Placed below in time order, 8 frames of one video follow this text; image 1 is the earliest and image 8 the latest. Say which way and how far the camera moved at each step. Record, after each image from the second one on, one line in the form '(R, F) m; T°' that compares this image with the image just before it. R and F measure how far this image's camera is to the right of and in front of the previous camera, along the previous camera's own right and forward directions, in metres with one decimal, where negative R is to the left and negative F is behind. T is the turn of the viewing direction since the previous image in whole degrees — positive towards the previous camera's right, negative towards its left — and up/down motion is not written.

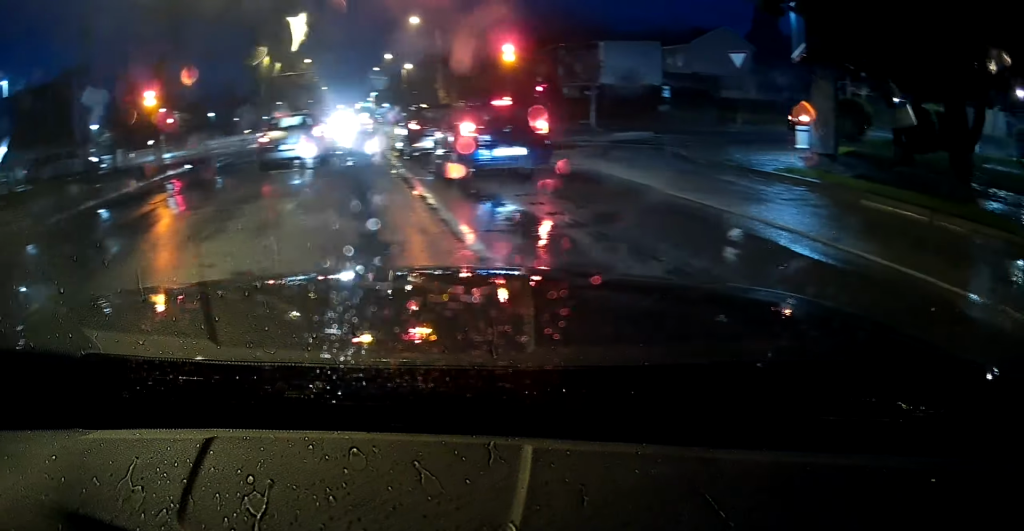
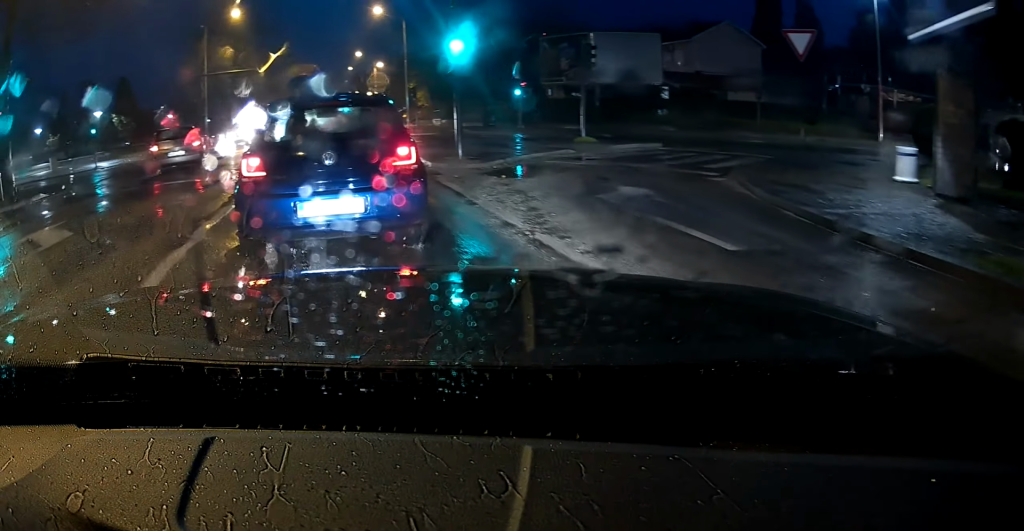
(-0.4, +7.7) m; -13°
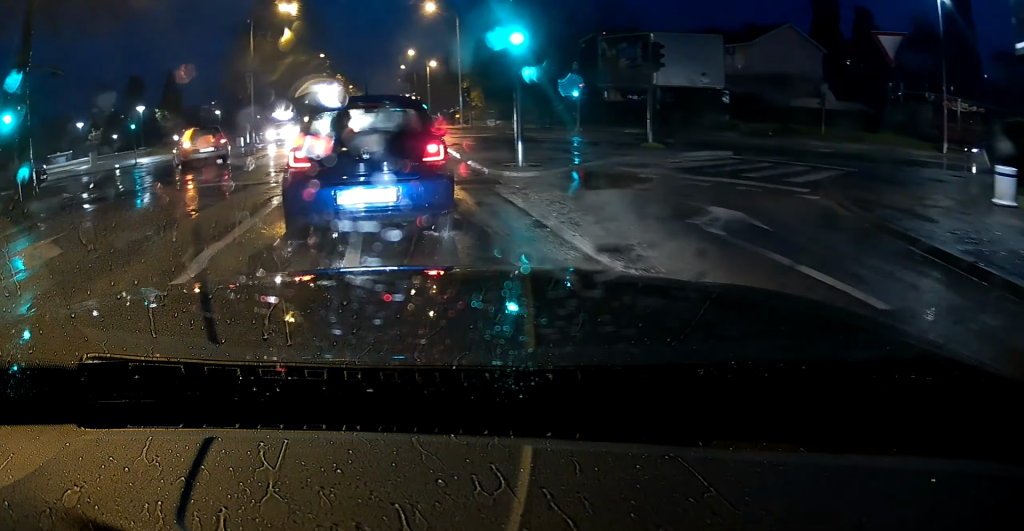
(-0.1, +2.2) m; -5°
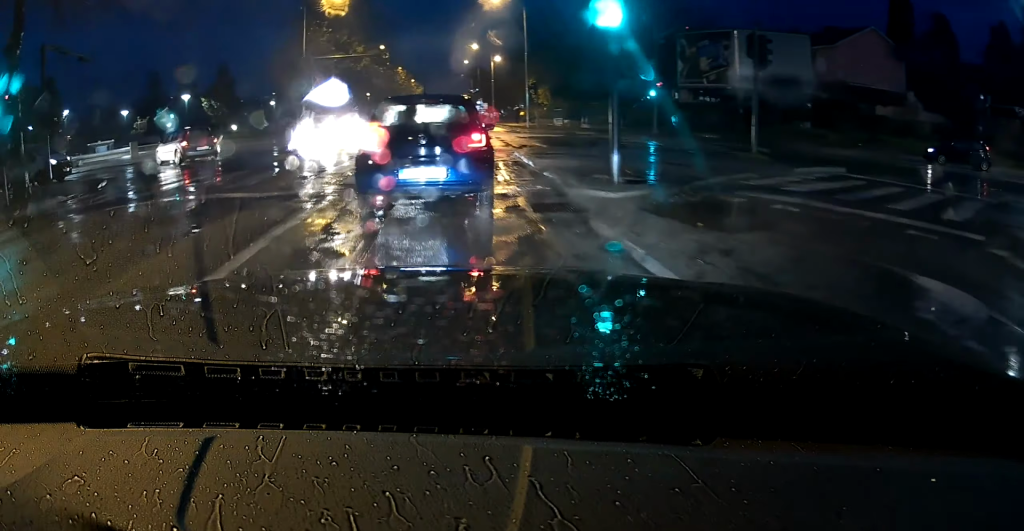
(-0.2, +4.5) m; -2°
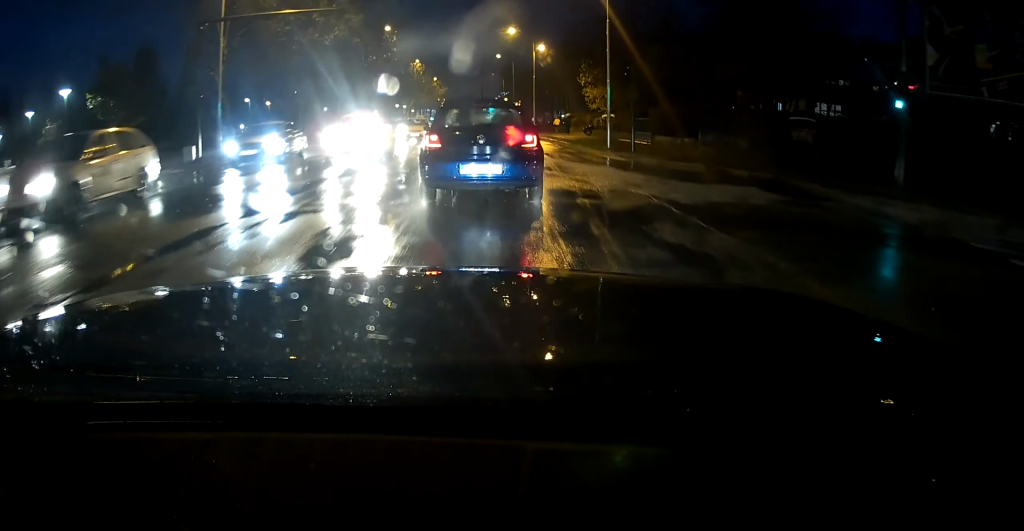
(-0.5, +20.5) m; -2°
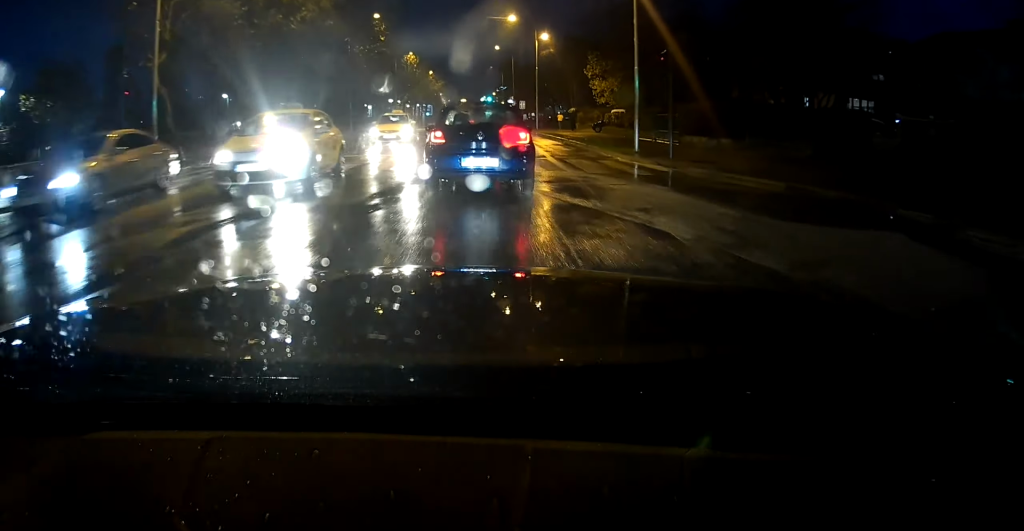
(-0.1, +6.2) m; 0°
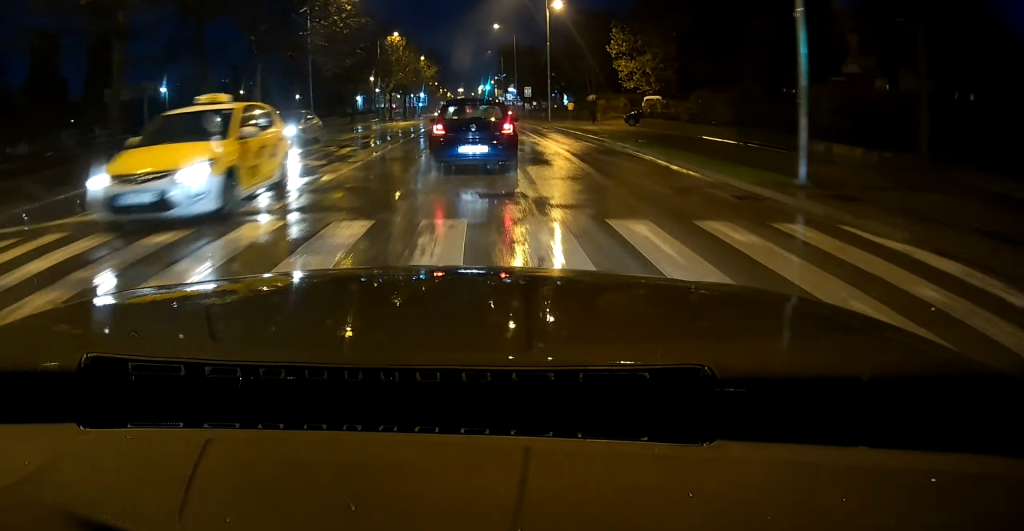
(+0.1, +14.7) m; 0°
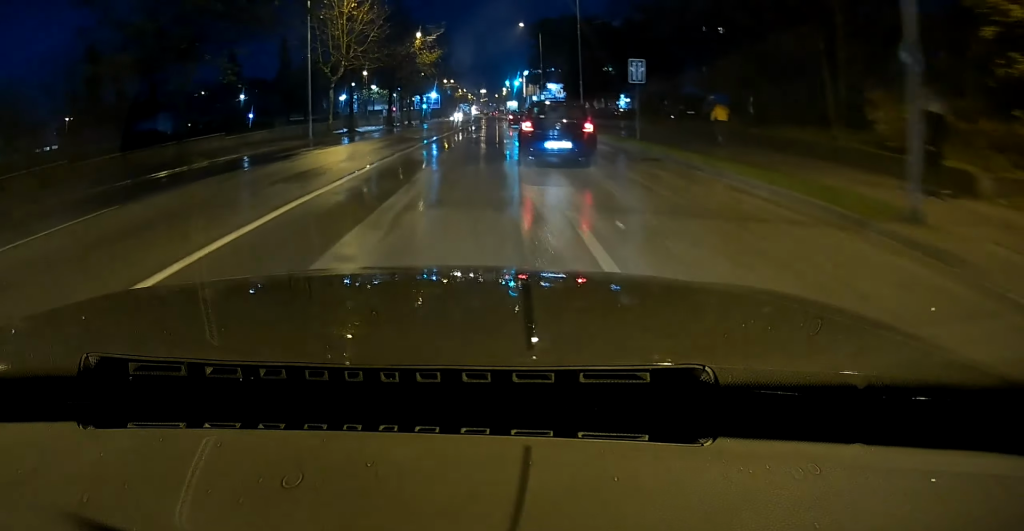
(-0.5, +40.3) m; -2°
